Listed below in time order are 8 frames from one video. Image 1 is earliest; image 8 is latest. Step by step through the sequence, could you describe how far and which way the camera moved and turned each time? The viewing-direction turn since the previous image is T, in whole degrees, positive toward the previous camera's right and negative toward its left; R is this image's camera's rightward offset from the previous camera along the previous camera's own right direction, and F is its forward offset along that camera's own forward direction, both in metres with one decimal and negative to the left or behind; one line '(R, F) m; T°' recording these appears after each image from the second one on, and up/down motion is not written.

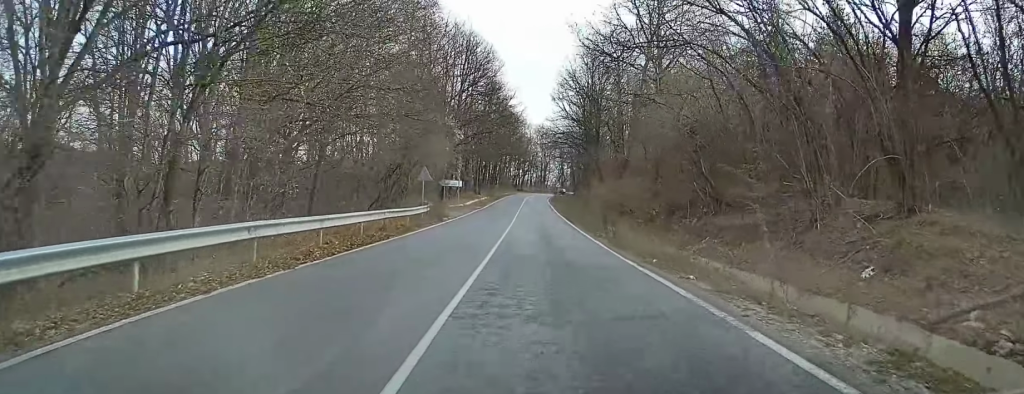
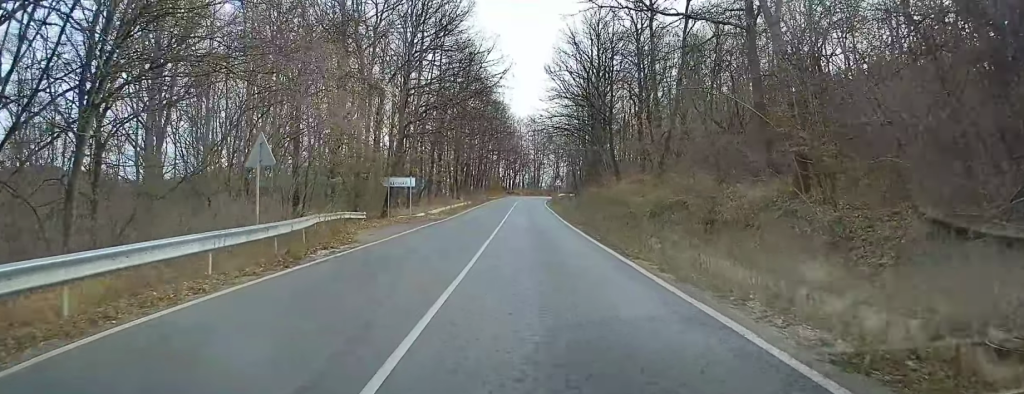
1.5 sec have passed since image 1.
(-0.1, +20.8) m; +1°
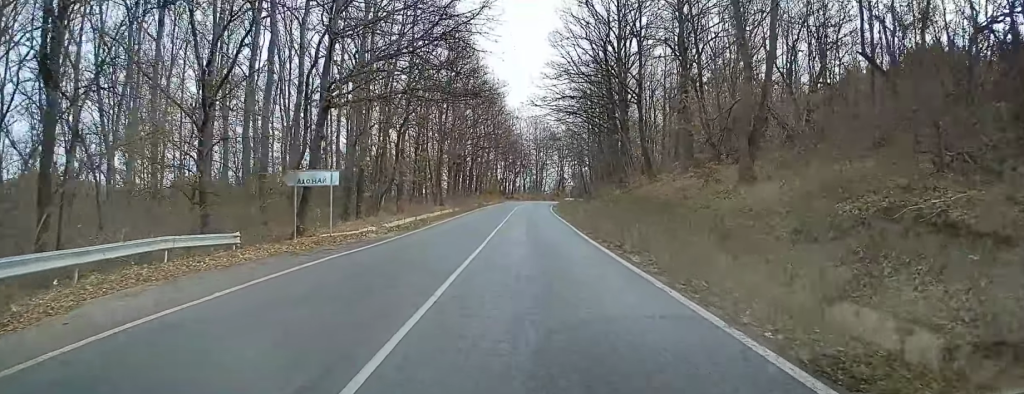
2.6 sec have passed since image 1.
(+0.4, +16.2) m; +2°
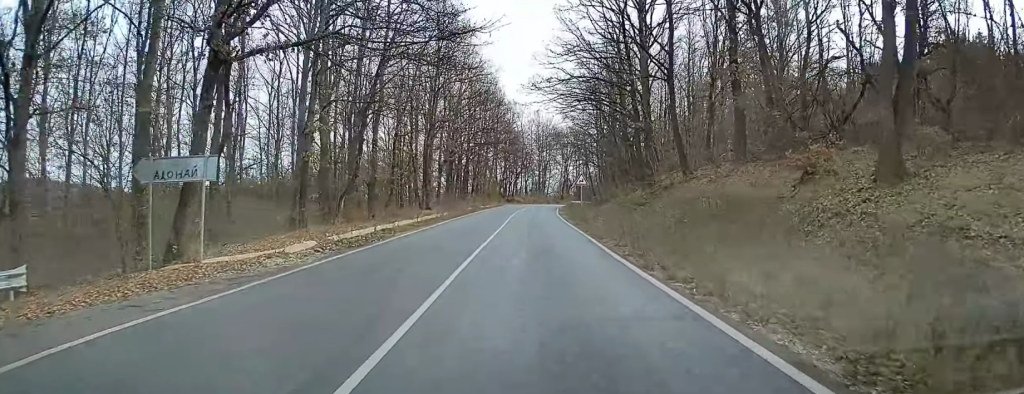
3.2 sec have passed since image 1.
(0.0, +9.1) m; -1°
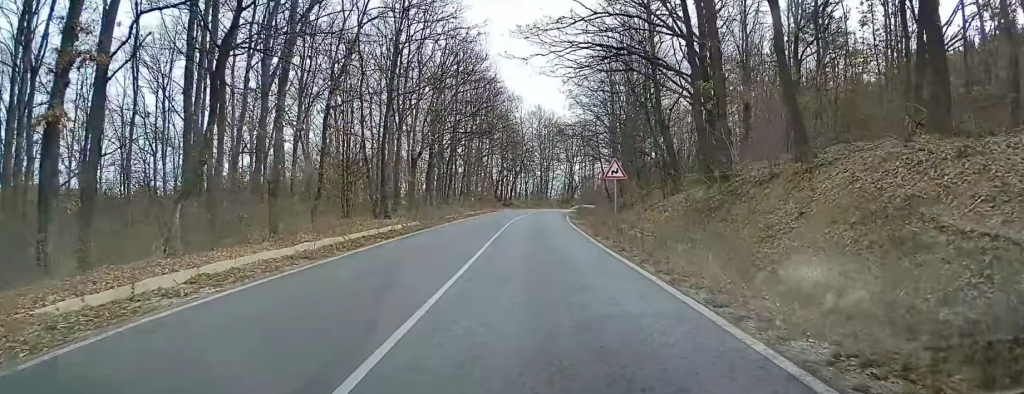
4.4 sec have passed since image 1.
(-0.3, +16.0) m; 0°
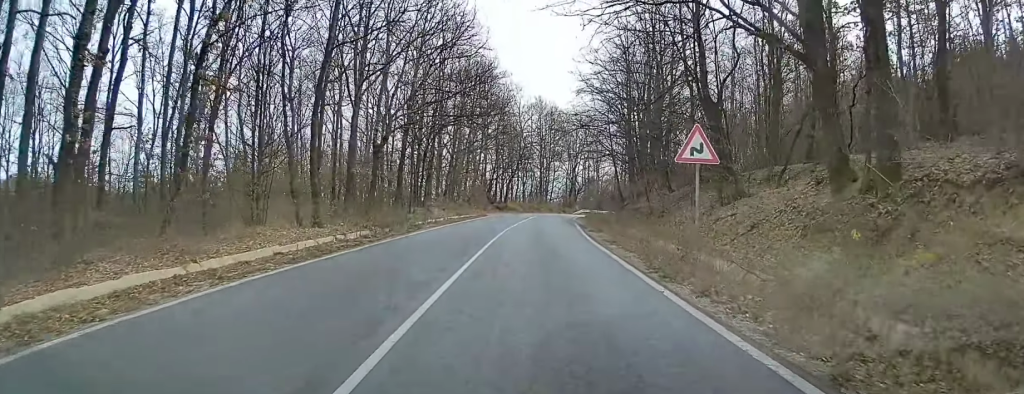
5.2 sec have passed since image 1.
(+0.1, +12.0) m; 0°
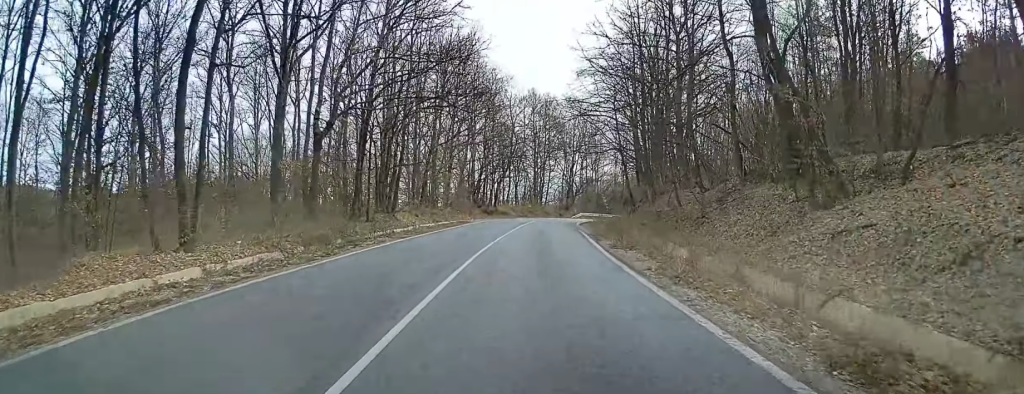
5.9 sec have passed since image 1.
(+0.1, +9.8) m; 0°
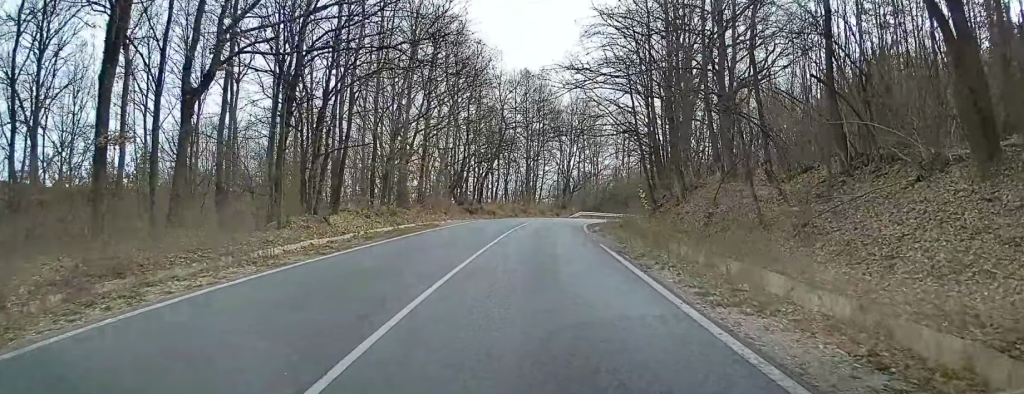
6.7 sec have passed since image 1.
(-0.2, +10.8) m; -1°
